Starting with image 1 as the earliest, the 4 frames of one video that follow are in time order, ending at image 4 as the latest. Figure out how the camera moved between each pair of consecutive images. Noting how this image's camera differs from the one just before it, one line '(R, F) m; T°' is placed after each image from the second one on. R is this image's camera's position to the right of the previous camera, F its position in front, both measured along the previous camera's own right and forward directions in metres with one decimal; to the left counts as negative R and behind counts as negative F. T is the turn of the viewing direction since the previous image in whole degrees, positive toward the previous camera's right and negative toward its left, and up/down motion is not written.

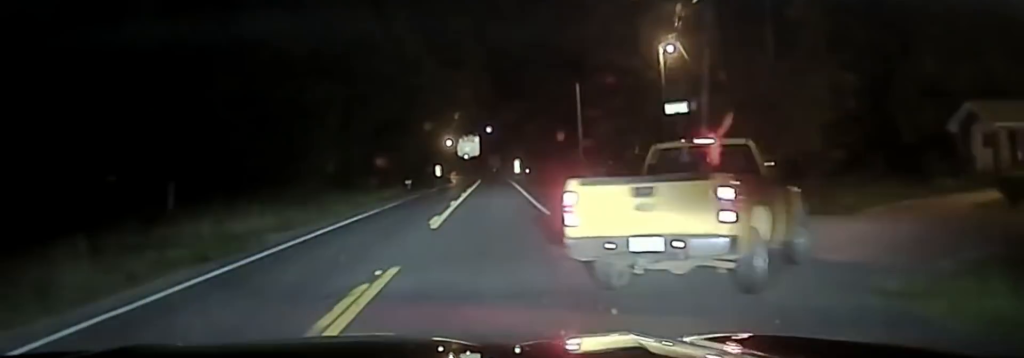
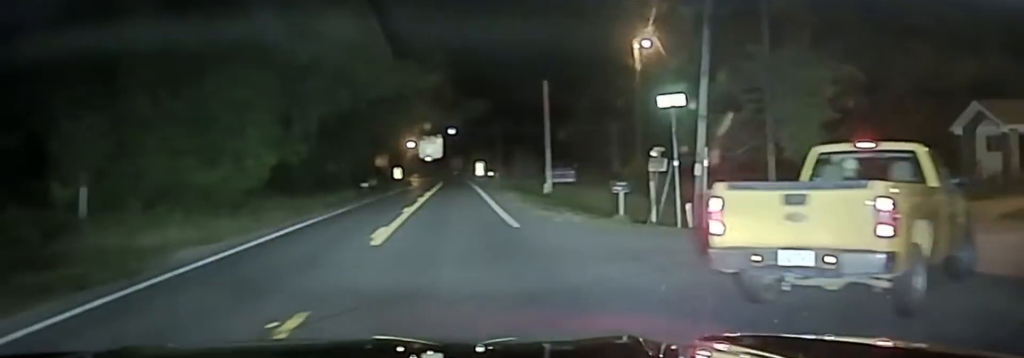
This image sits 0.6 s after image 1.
(+0.1, +4.4) m; +8°
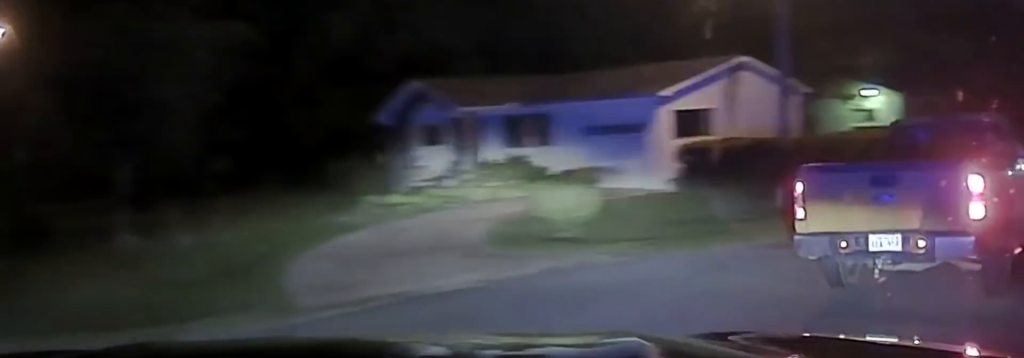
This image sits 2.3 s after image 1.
(+2.6, +11.7) m; +36°
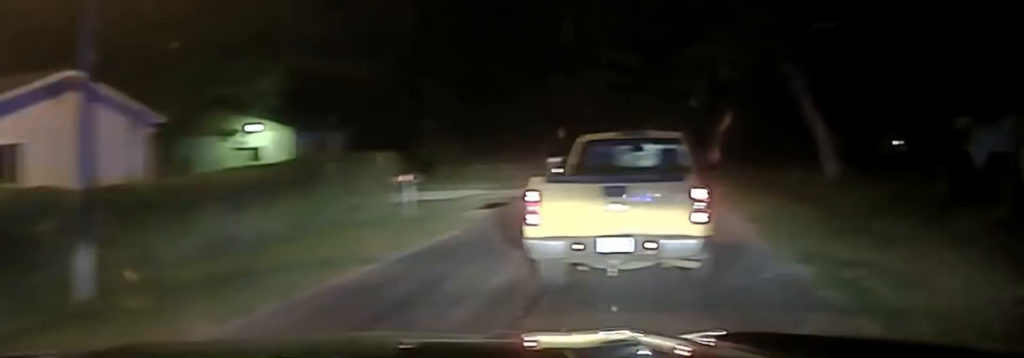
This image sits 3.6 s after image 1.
(+3.6, +8.0) m; +32°
